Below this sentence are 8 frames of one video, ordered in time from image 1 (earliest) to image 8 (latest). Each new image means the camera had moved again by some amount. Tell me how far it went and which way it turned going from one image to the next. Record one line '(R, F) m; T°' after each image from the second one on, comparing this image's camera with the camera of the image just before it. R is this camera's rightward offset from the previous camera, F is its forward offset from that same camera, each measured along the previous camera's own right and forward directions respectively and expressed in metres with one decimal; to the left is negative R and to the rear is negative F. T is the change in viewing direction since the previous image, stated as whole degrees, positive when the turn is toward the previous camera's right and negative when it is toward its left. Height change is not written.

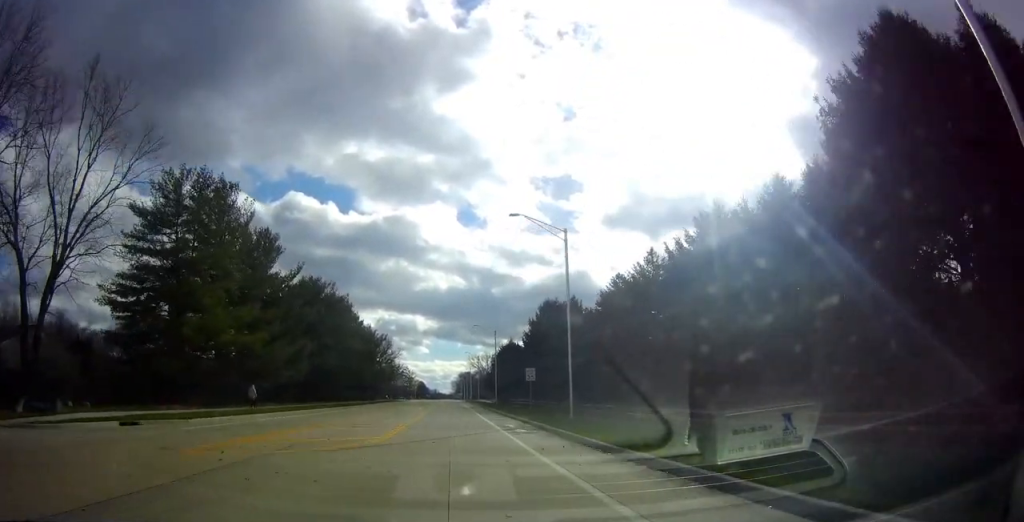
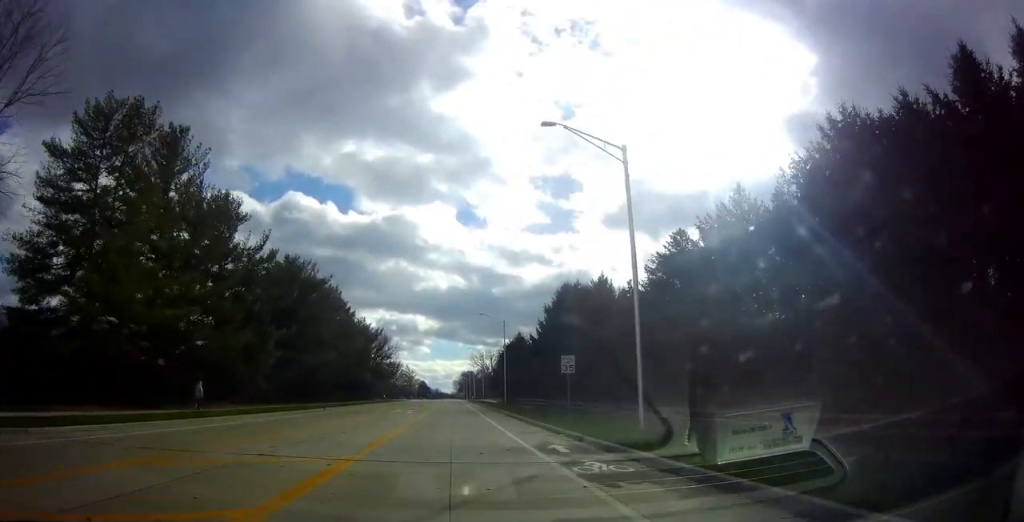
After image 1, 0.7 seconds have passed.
(+0.1, +11.9) m; +1°
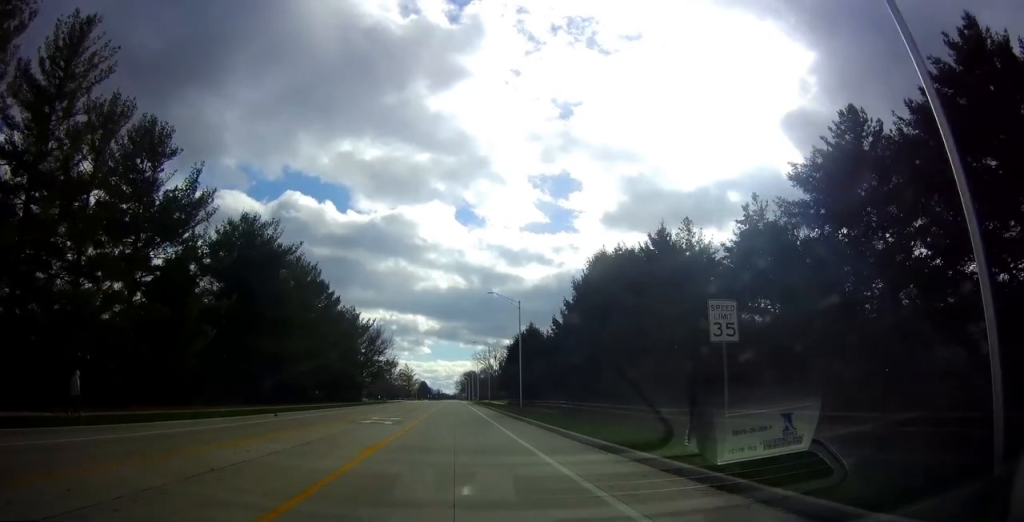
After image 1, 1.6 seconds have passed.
(+0.2, +14.5) m; +1°
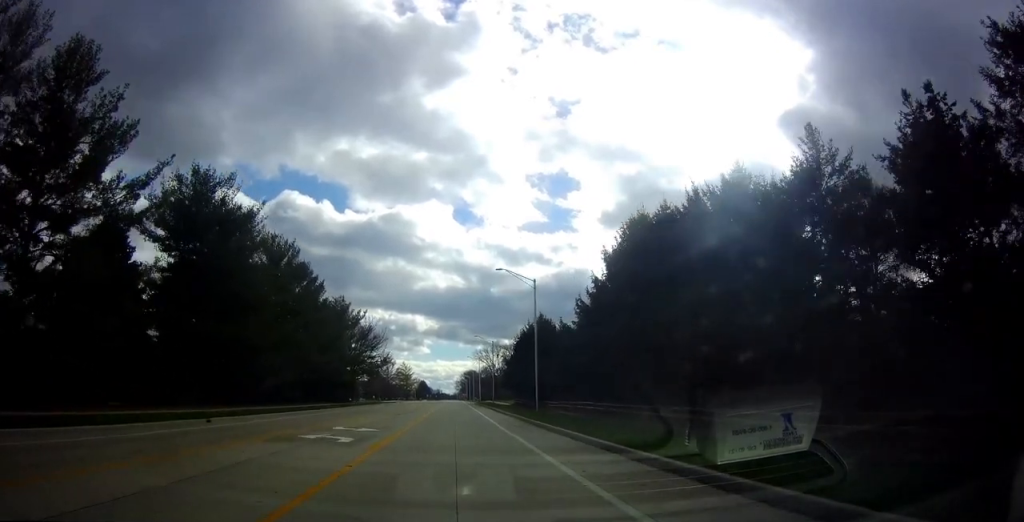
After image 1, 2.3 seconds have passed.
(0.0, +10.4) m; 0°
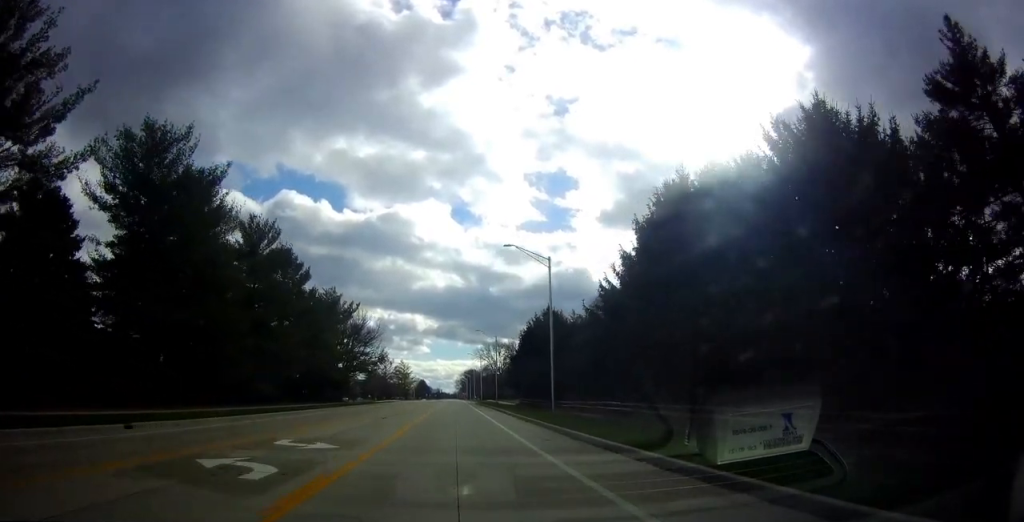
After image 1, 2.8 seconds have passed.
(0.0, +7.7) m; 0°
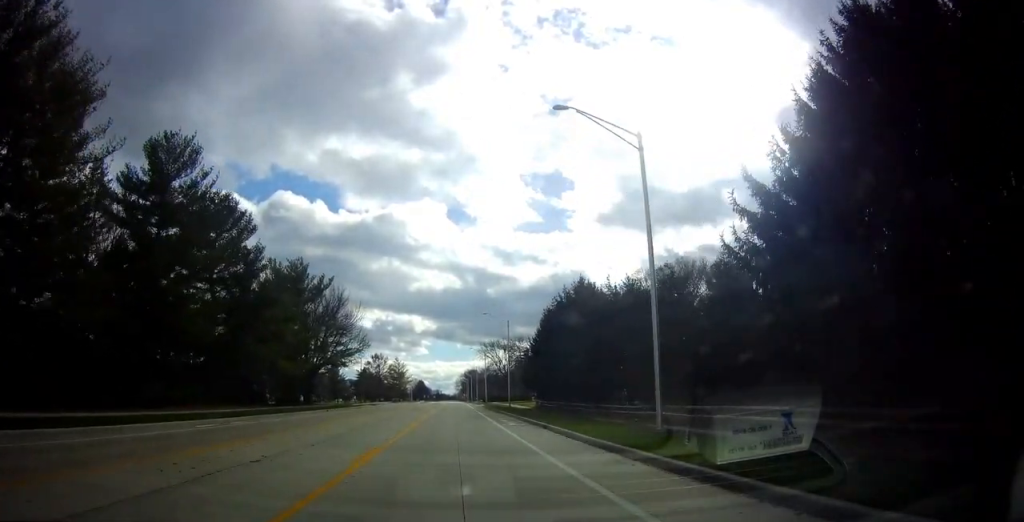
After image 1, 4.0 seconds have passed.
(0.0, +19.4) m; -1°
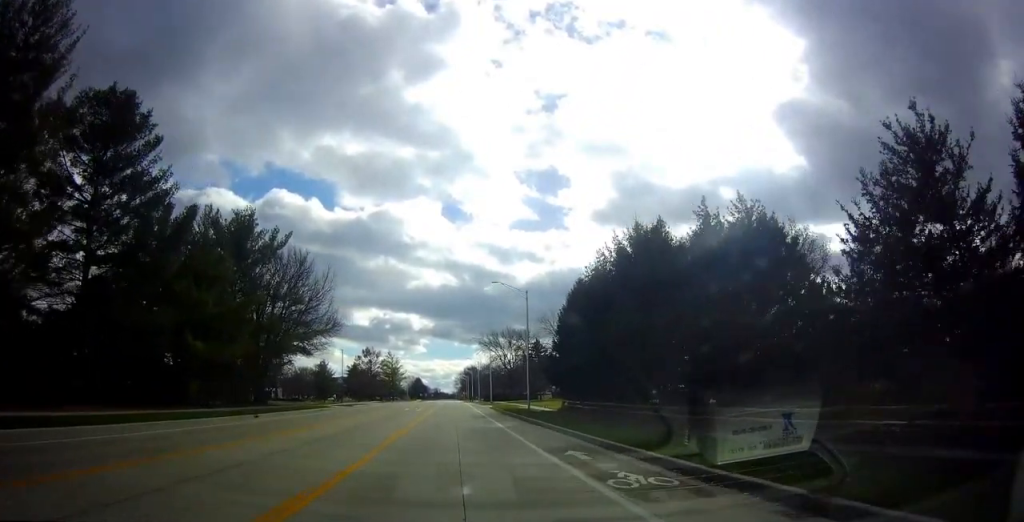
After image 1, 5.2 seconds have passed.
(-0.4, +18.2) m; 0°
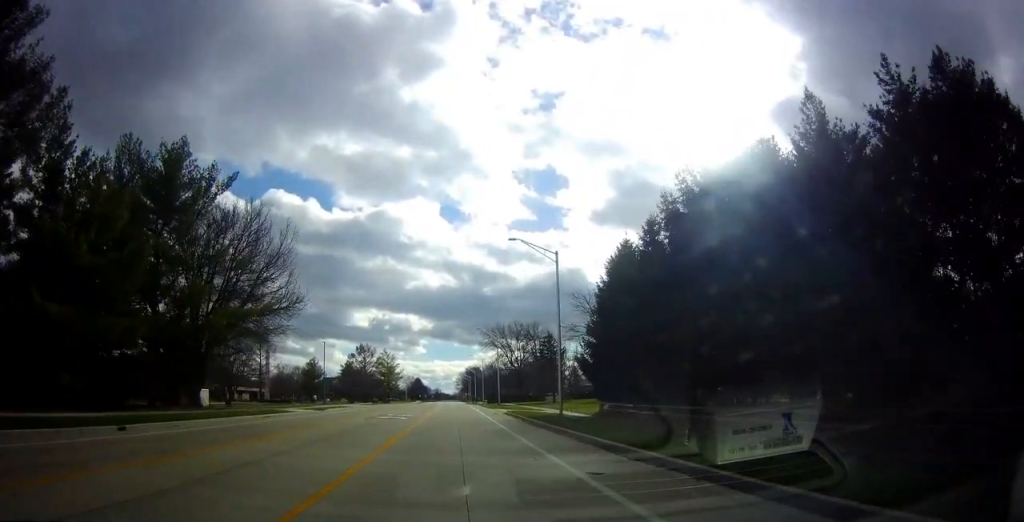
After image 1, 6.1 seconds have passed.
(+0.3, +14.3) m; +1°
